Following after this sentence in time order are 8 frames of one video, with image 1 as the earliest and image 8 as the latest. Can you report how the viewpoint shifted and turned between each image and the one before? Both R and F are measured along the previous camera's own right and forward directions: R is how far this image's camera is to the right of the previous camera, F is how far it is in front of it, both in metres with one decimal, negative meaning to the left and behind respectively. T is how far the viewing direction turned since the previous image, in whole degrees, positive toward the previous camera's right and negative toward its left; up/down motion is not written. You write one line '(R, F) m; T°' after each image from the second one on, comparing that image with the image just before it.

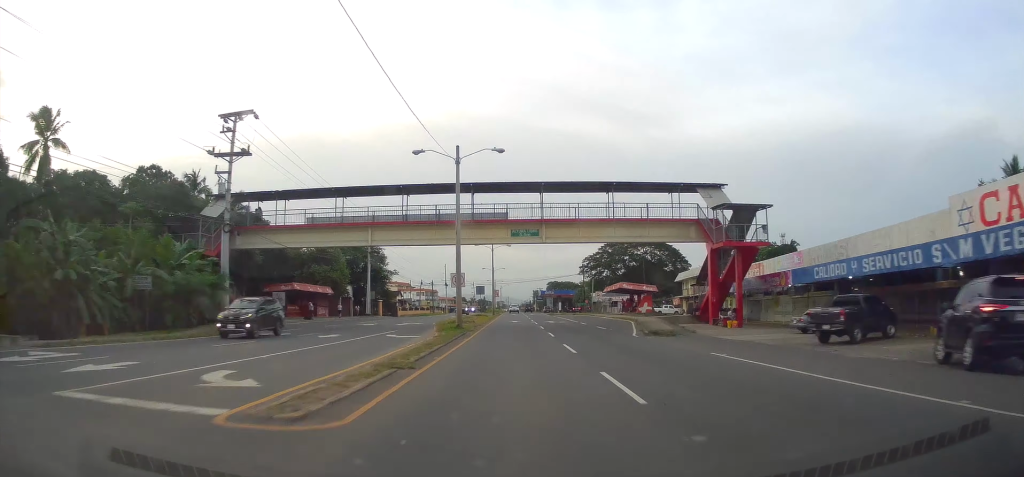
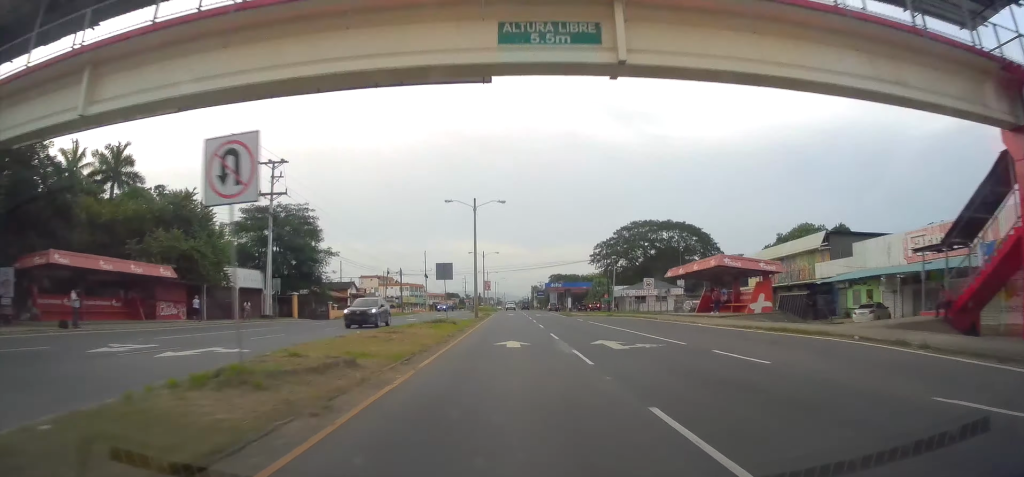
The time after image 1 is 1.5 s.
(+0.4, +30.1) m; 0°
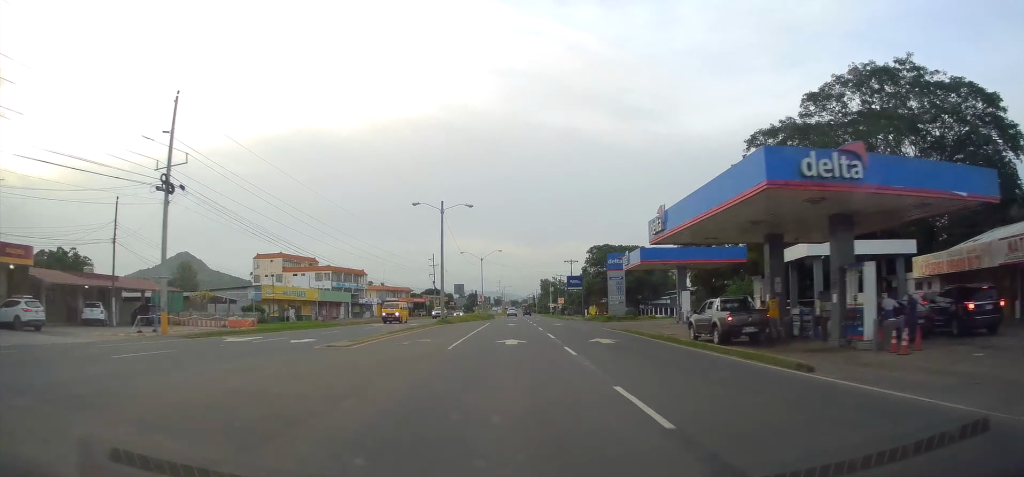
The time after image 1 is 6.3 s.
(+0.2, +94.9) m; 0°
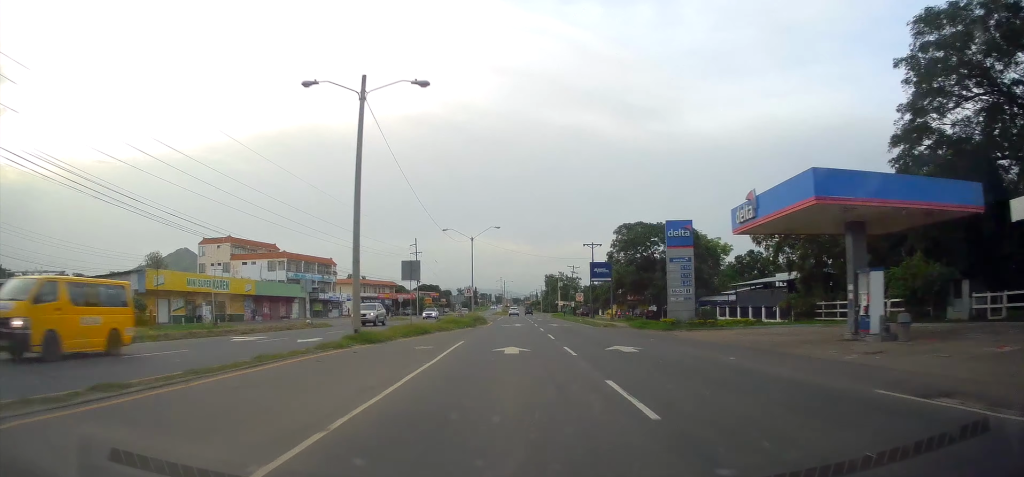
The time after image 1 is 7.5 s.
(+0.1, +25.1) m; 0°
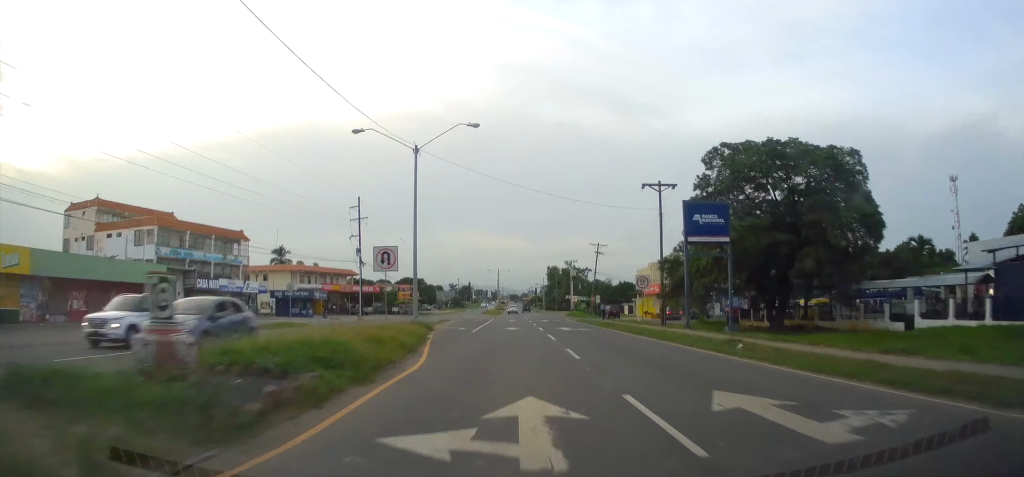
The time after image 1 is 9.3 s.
(-0.5, +37.1) m; -1°
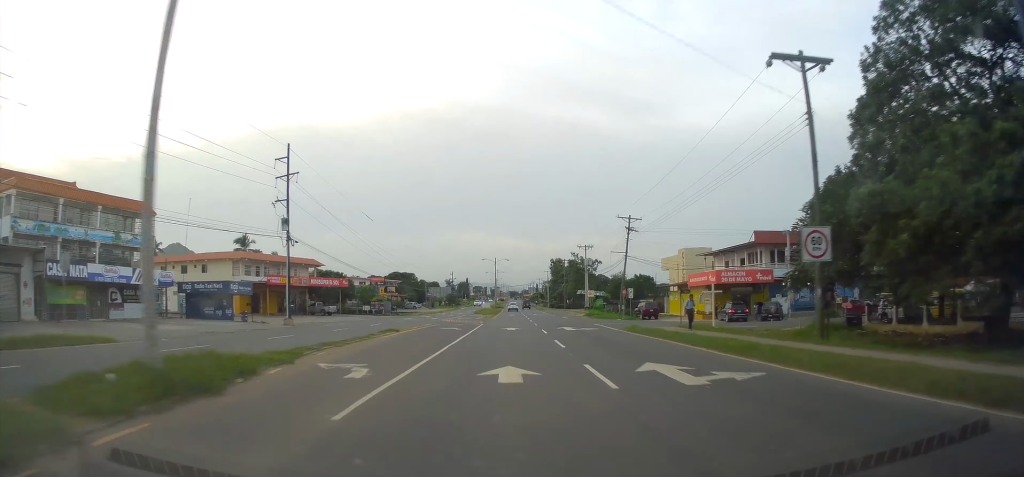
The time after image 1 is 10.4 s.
(0.0, +22.1) m; 0°
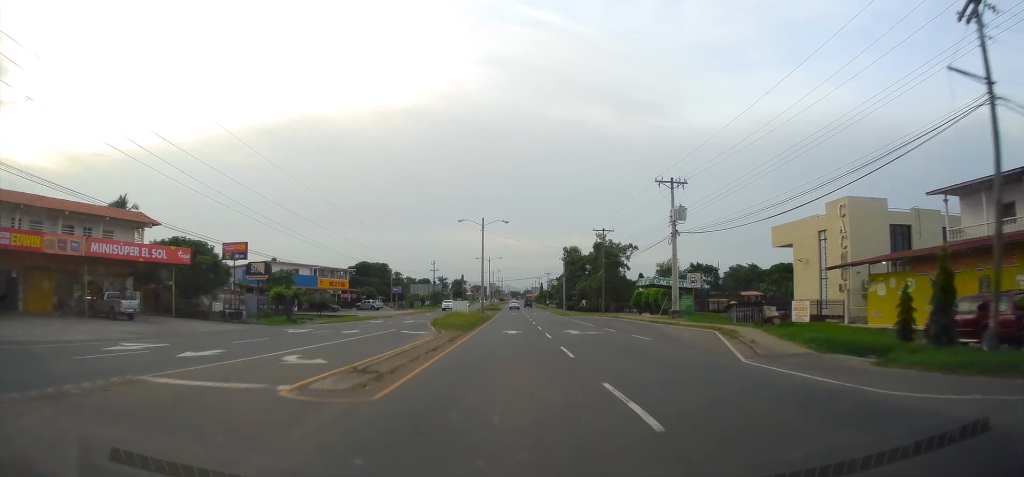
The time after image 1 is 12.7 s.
(+0.1, +46.3) m; +1°
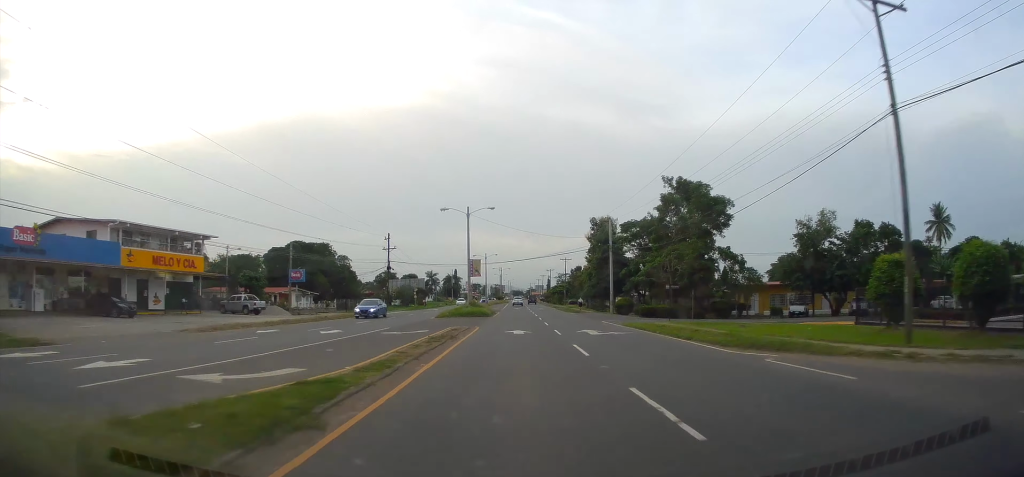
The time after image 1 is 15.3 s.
(+0.7, +53.6) m; 0°
